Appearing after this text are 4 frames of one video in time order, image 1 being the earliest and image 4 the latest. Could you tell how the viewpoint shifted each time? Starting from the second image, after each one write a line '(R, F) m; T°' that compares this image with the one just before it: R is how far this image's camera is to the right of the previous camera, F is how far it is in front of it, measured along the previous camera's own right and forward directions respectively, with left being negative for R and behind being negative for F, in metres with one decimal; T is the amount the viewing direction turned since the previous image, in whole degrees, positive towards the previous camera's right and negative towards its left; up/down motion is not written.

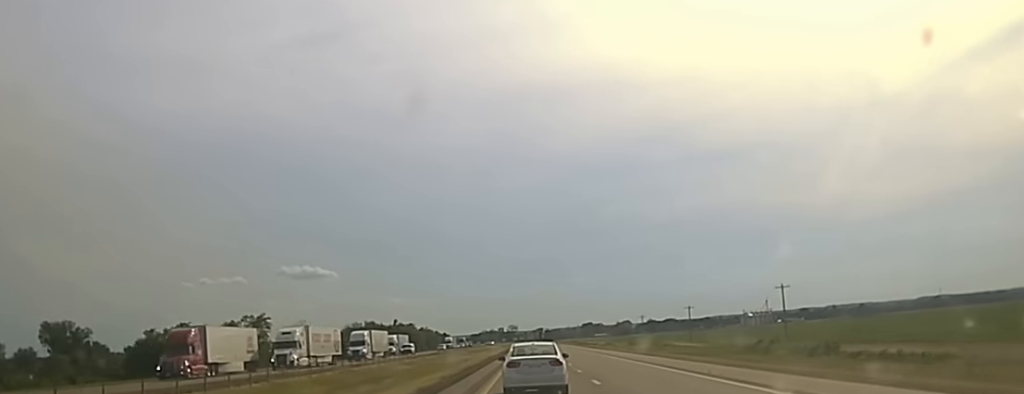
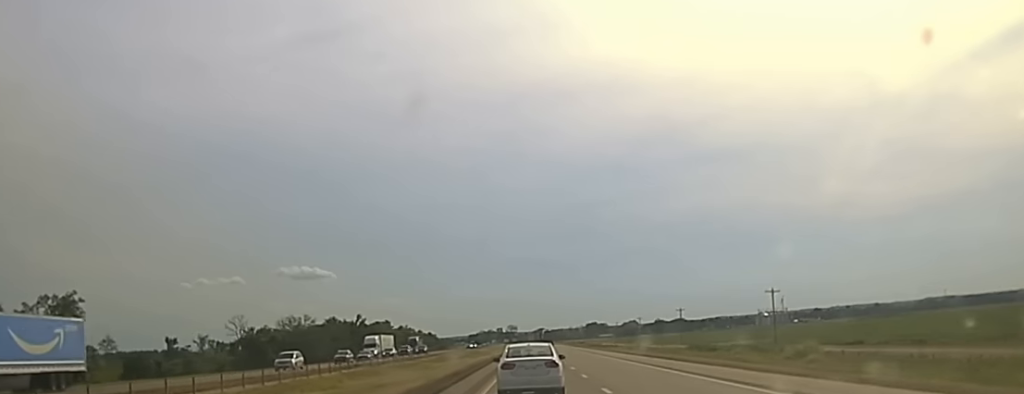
(+0.4, +87.2) m; 0°
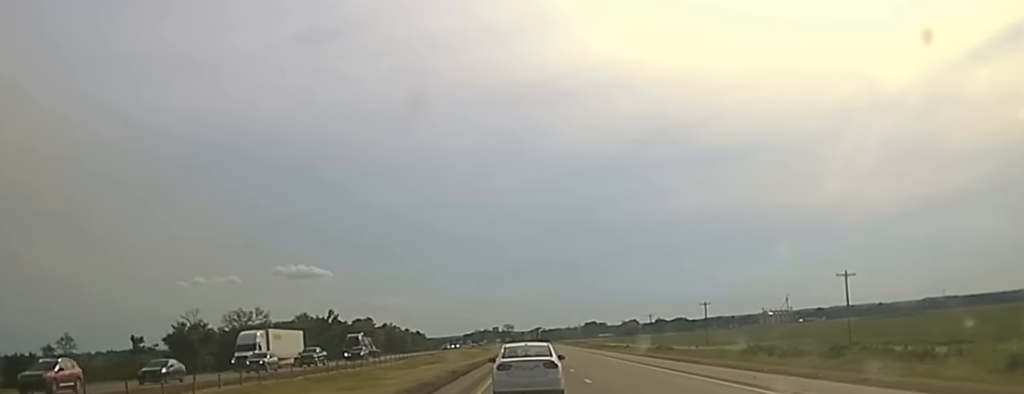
(+0.1, +40.2) m; 0°
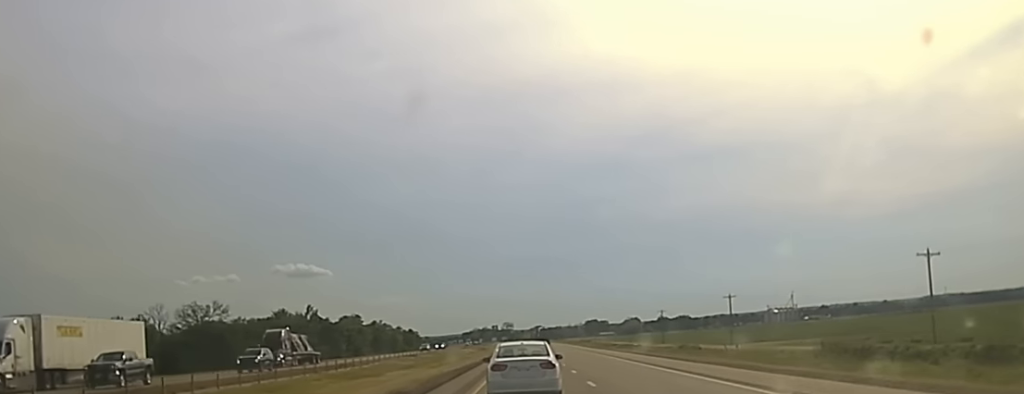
(0.0, +26.9) m; 0°
